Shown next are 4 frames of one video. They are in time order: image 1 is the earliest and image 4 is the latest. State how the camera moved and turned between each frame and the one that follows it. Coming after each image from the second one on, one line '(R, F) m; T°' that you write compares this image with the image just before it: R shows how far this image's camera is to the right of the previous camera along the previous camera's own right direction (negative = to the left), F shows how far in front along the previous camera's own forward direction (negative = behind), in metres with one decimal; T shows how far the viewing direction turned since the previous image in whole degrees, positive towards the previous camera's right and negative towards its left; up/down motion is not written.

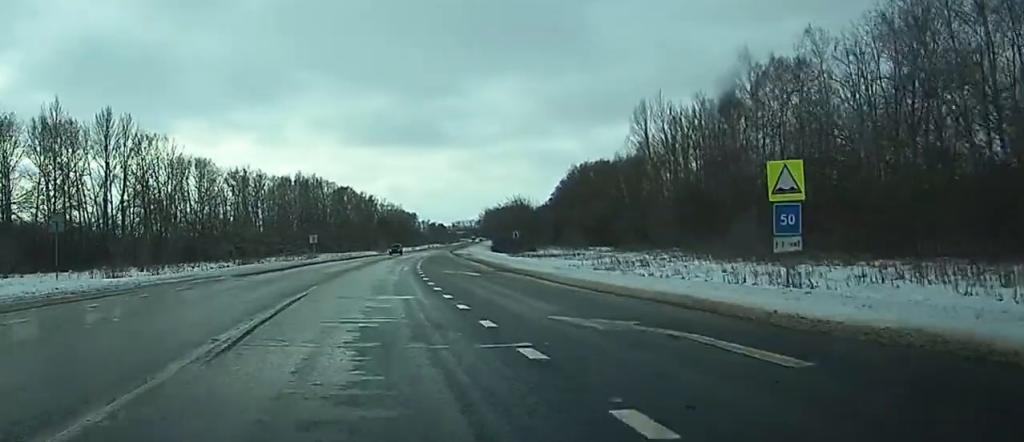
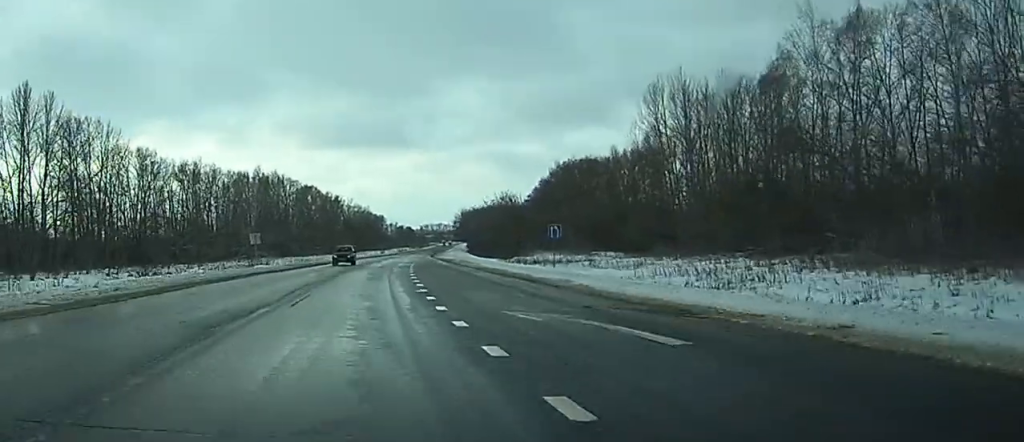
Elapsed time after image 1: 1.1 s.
(+0.5, +28.2) m; +2°
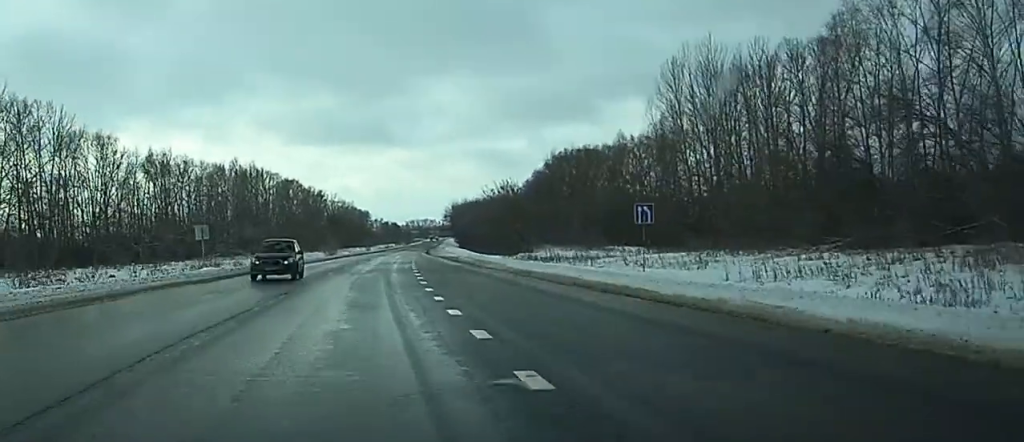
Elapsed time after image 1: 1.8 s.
(+0.5, +19.7) m; +1°
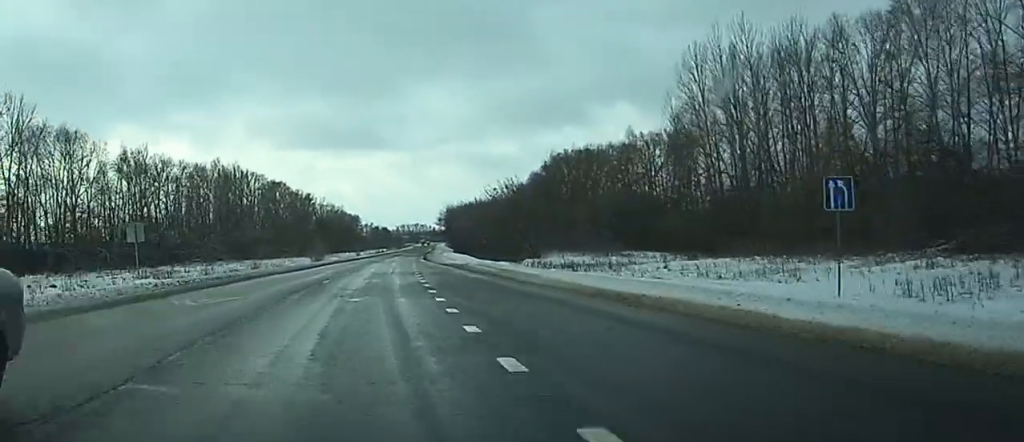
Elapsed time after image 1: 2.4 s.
(-0.2, +15.6) m; 0°
